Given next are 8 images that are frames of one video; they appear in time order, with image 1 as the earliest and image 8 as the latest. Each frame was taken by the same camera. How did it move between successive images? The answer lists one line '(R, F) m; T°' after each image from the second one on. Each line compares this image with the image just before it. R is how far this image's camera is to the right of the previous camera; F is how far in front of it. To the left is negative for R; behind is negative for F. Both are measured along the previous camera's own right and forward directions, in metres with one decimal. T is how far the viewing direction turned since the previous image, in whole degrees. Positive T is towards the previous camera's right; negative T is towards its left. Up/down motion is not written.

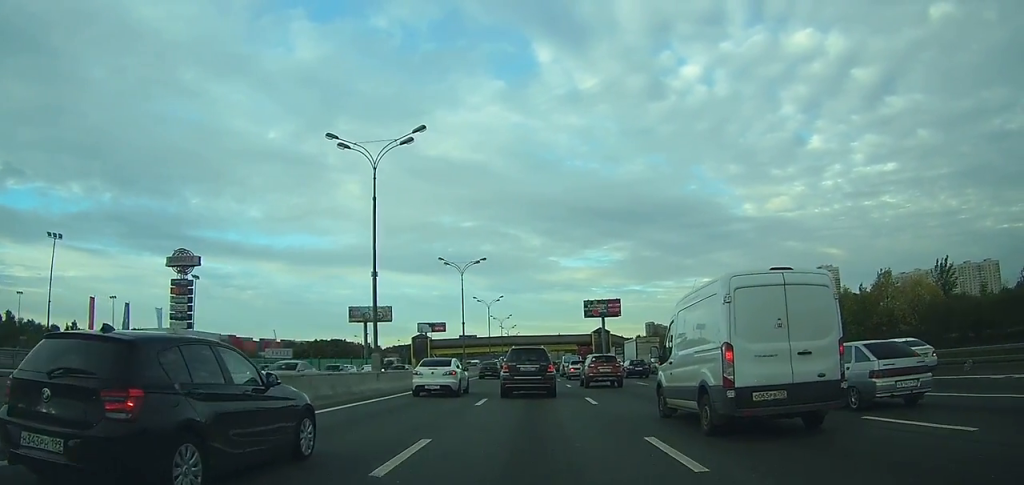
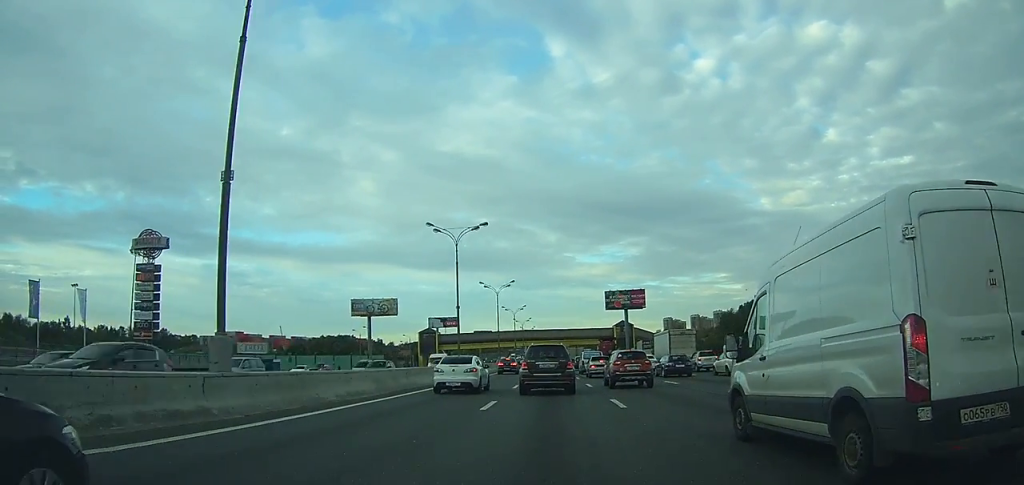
(+0.1, +14.4) m; +1°
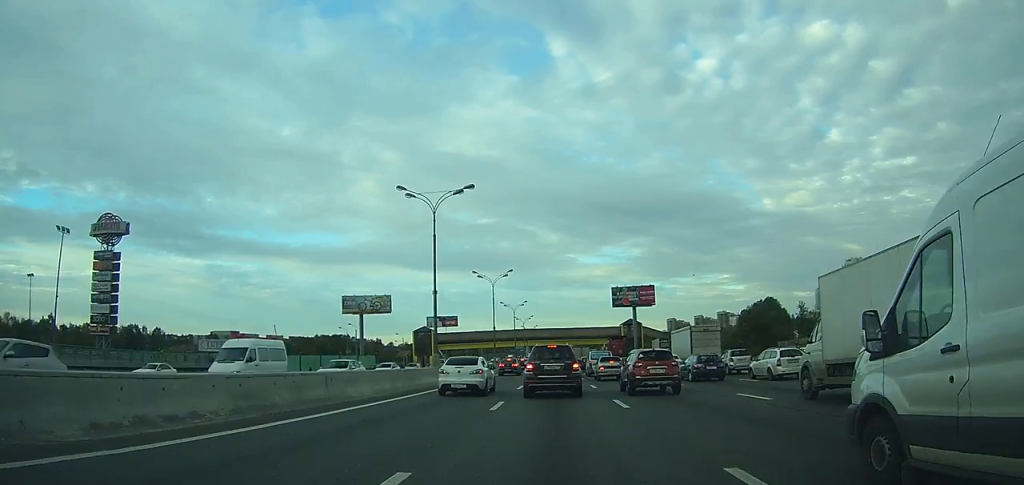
(0.0, +11.0) m; 0°
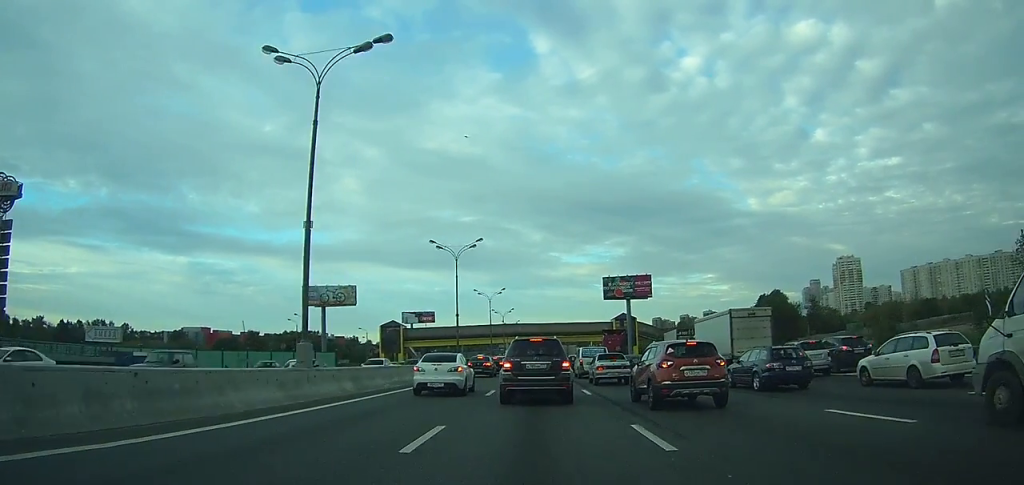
(-0.4, +18.4) m; -2°
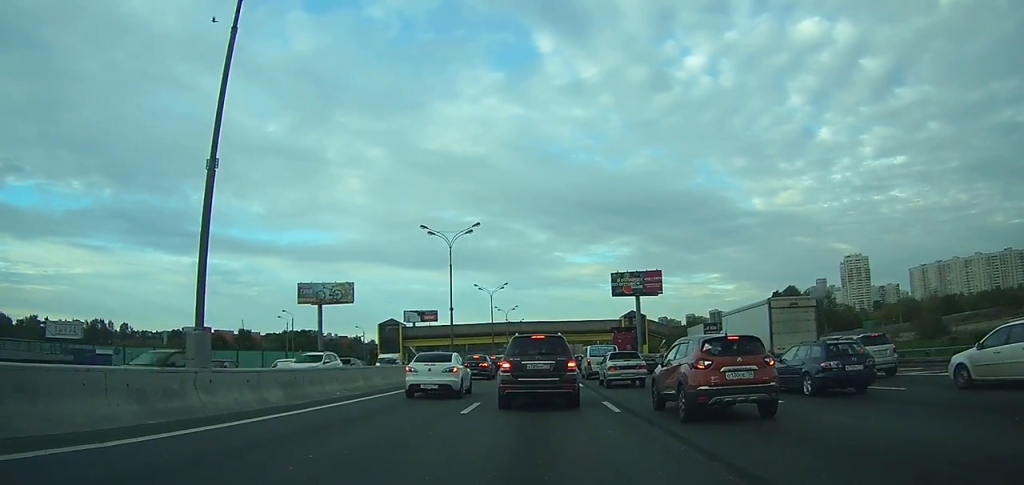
(-0.1, +6.6) m; 0°
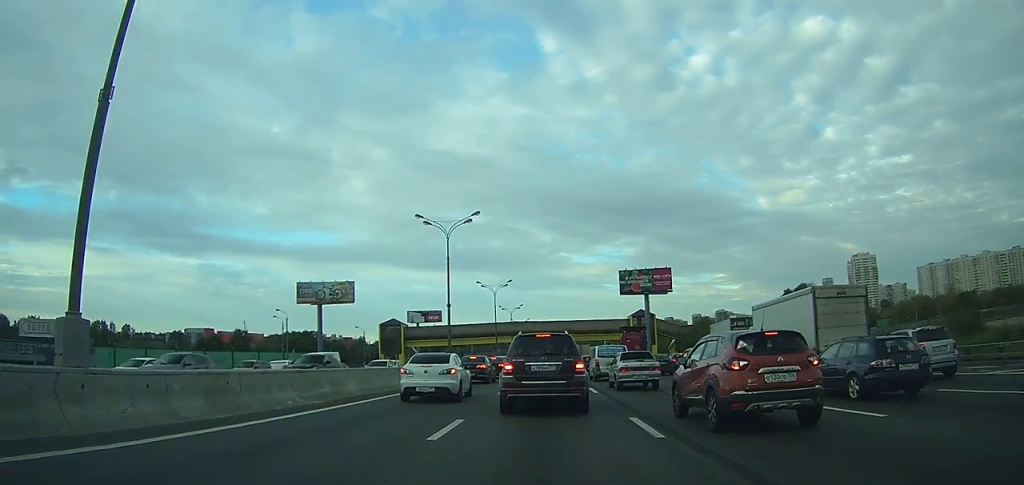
(+0.1, +4.3) m; 0°
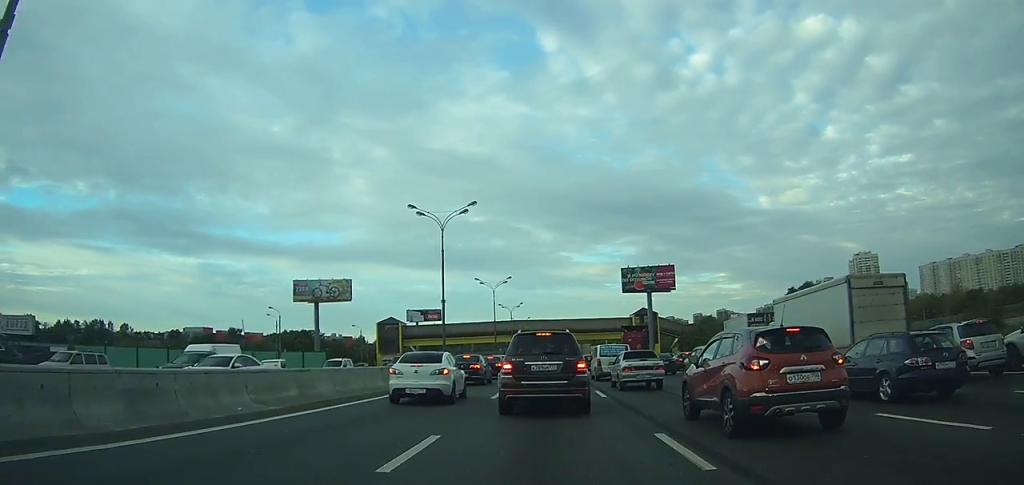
(0.0, +3.1) m; 0°
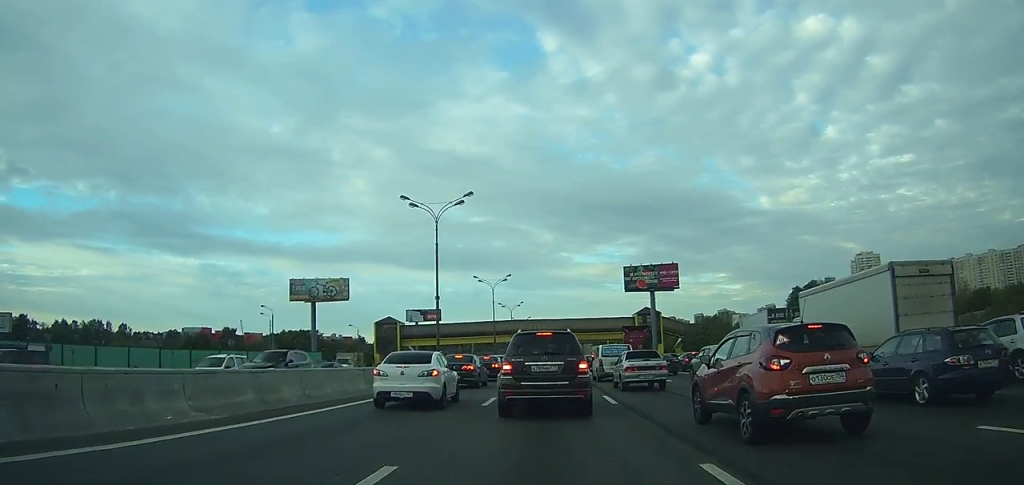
(0.0, +2.8) m; 0°
